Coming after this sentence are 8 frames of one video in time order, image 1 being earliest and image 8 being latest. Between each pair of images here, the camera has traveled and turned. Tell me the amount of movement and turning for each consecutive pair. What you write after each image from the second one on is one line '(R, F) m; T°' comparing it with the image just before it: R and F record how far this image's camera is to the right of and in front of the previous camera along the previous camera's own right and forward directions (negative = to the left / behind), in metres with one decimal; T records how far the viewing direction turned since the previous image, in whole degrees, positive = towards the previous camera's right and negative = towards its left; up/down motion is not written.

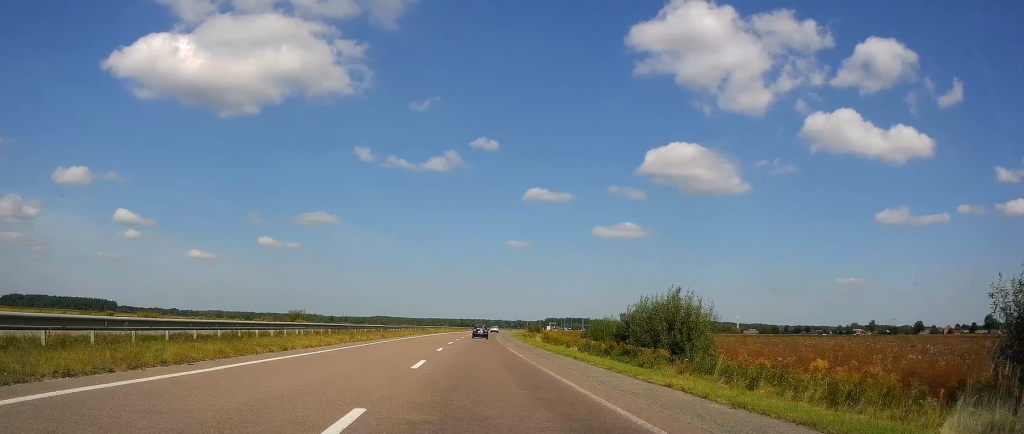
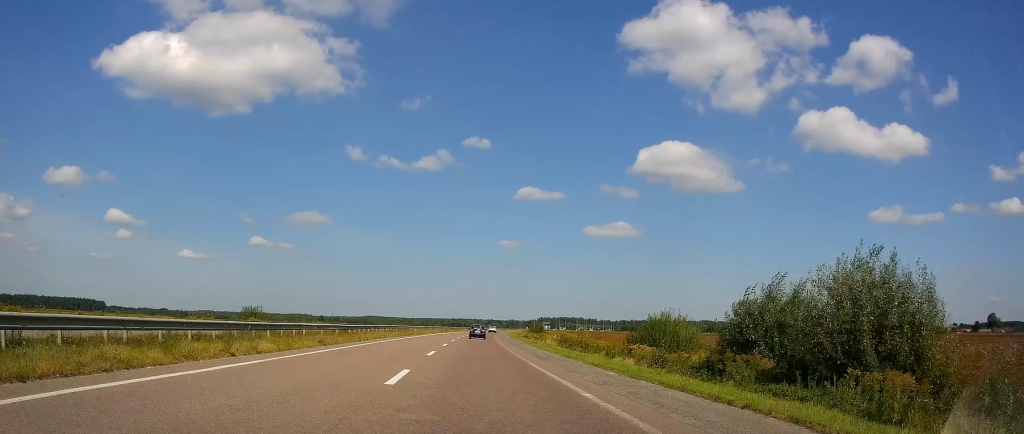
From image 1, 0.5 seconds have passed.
(+0.2, +17.2) m; +1°
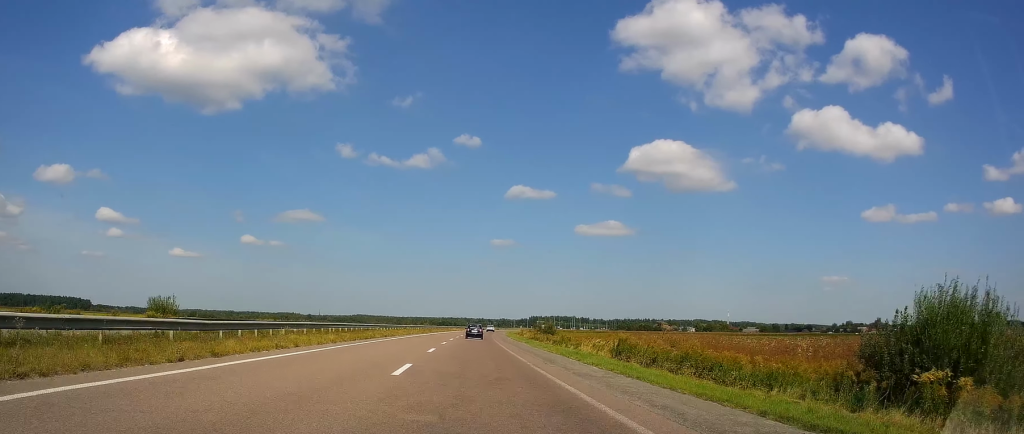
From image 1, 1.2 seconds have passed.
(+0.2, +22.9) m; +1°
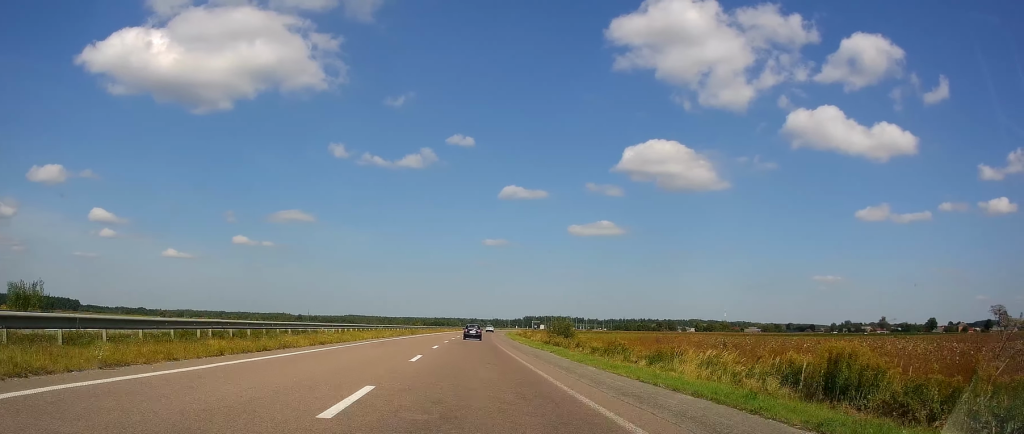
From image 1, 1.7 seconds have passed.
(-0.1, +18.6) m; +1°
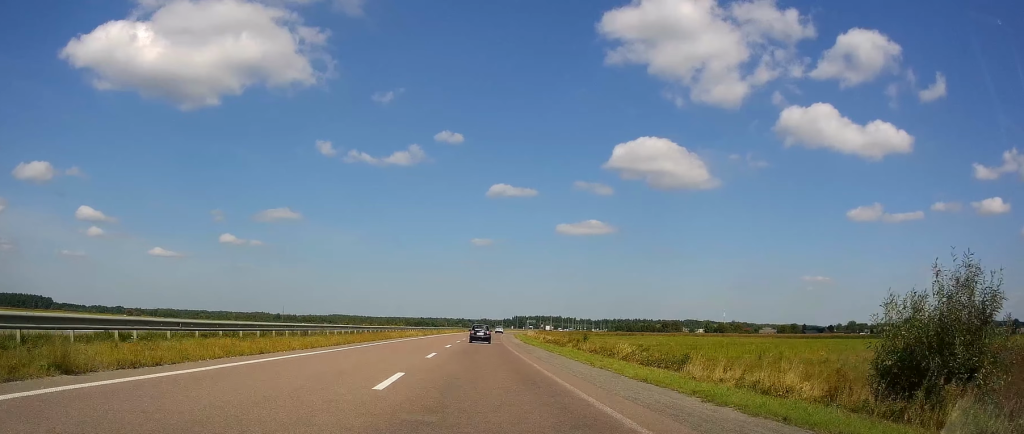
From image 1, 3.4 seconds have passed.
(+1.6, +58.6) m; +2°
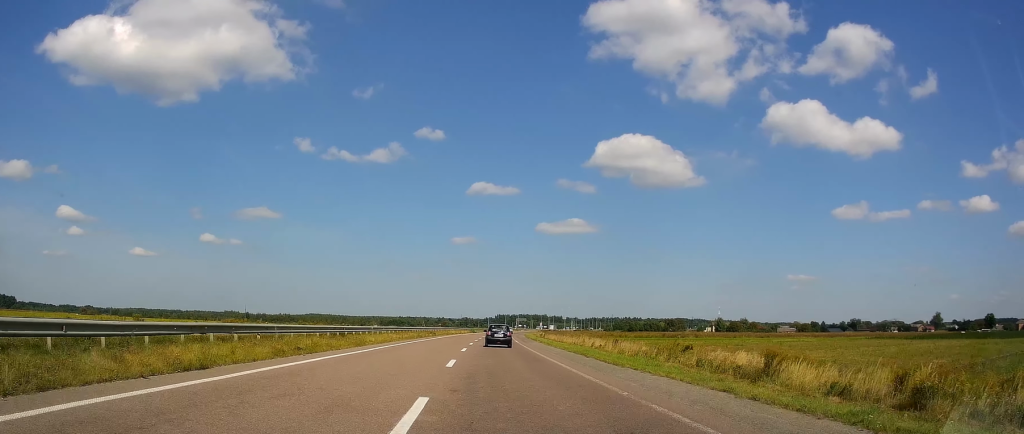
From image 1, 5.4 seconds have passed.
(+0.8, +67.2) m; +1°
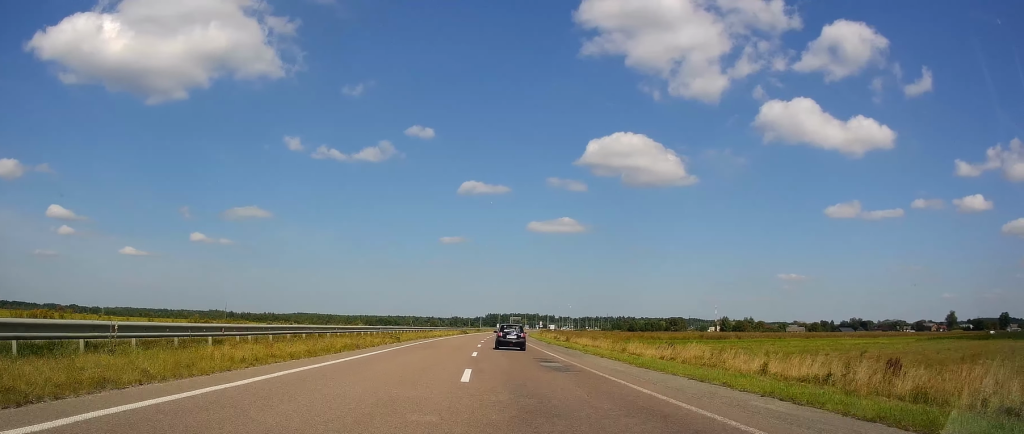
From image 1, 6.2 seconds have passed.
(+0.2, +30.0) m; +1°
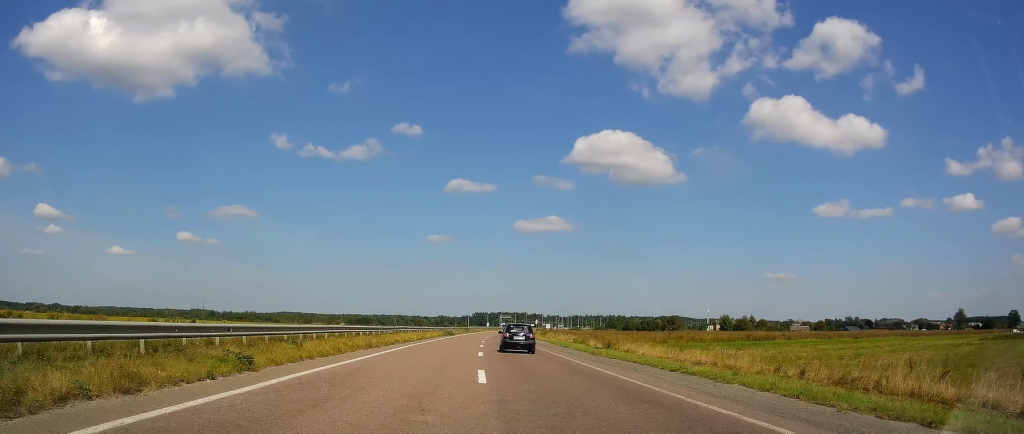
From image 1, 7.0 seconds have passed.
(+0.2, +25.7) m; +1°
